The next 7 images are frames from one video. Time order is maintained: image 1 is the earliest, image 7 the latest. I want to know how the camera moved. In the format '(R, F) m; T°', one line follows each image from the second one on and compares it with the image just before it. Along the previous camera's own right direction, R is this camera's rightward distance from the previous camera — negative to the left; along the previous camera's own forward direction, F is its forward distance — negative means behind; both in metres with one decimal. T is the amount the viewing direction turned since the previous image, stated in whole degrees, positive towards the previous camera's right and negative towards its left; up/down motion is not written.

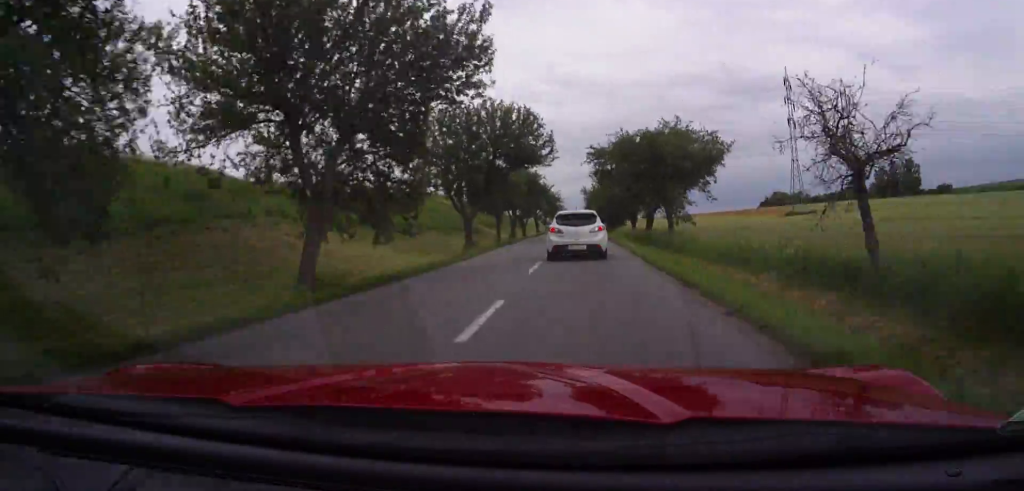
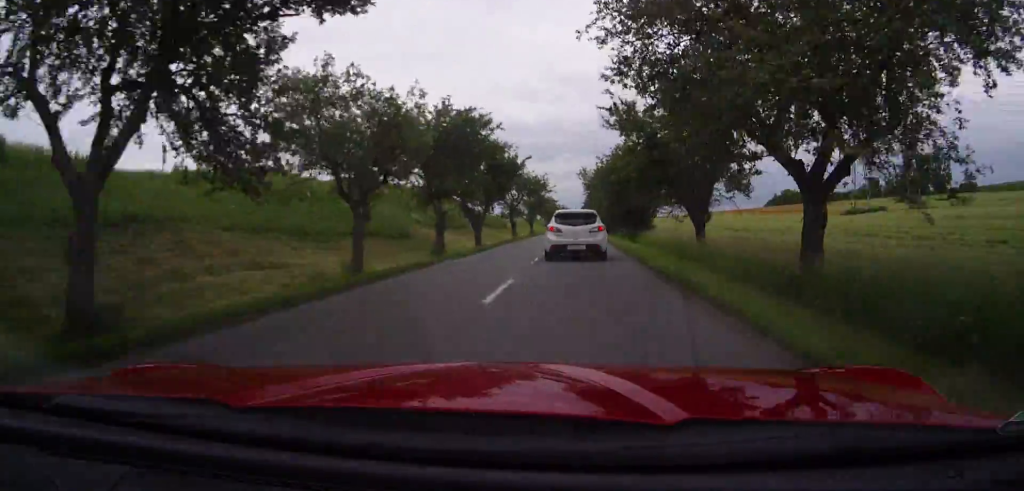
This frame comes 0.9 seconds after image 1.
(0.0, +26.9) m; 0°
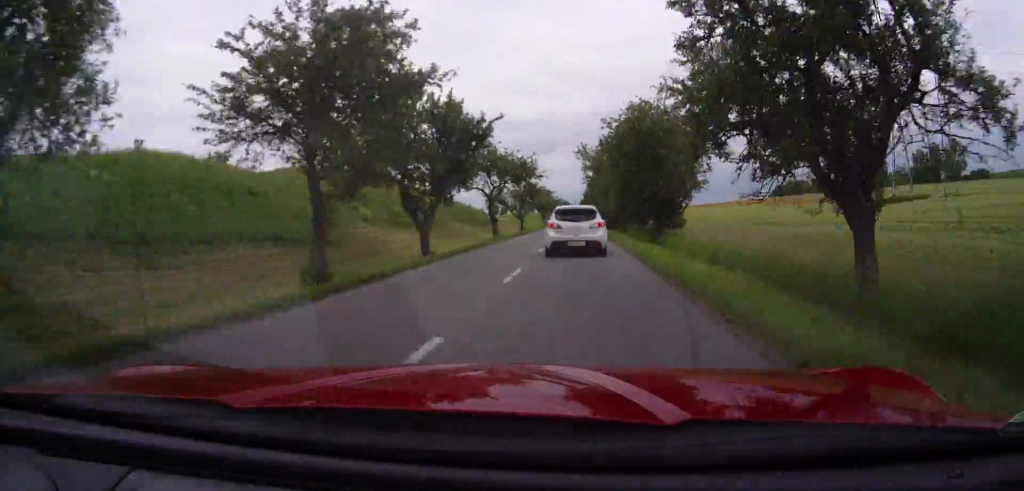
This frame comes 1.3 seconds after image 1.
(0.0, +13.0) m; 0°
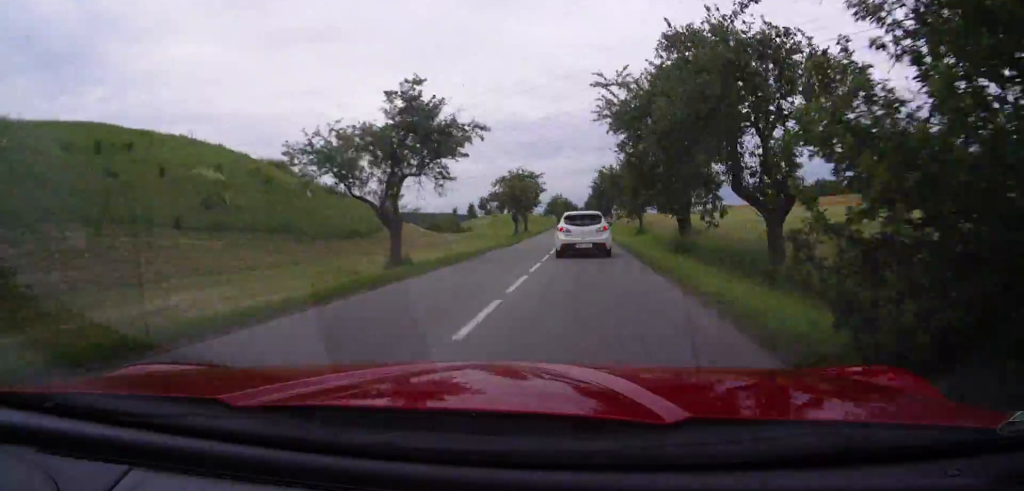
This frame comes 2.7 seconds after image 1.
(-0.1, +48.7) m; 0°
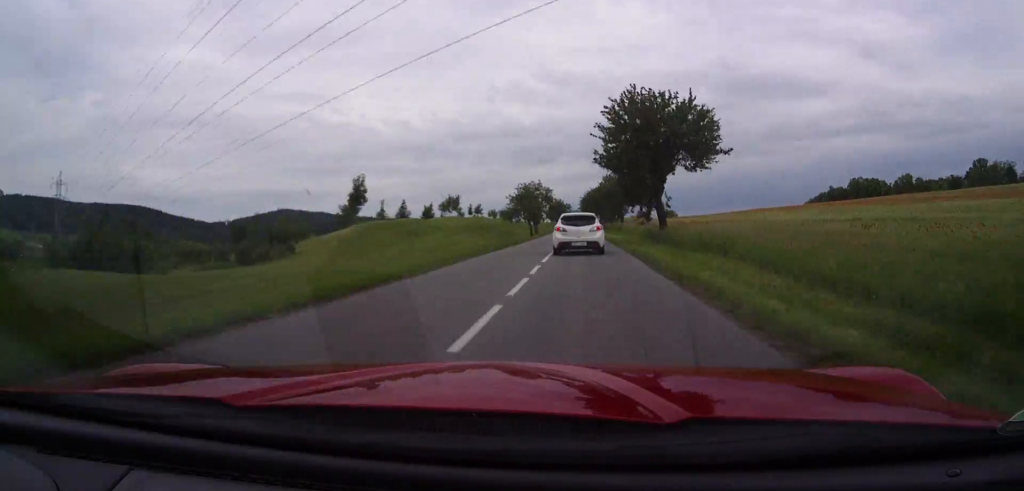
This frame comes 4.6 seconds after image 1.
(+0.3, +65.4) m; 0°
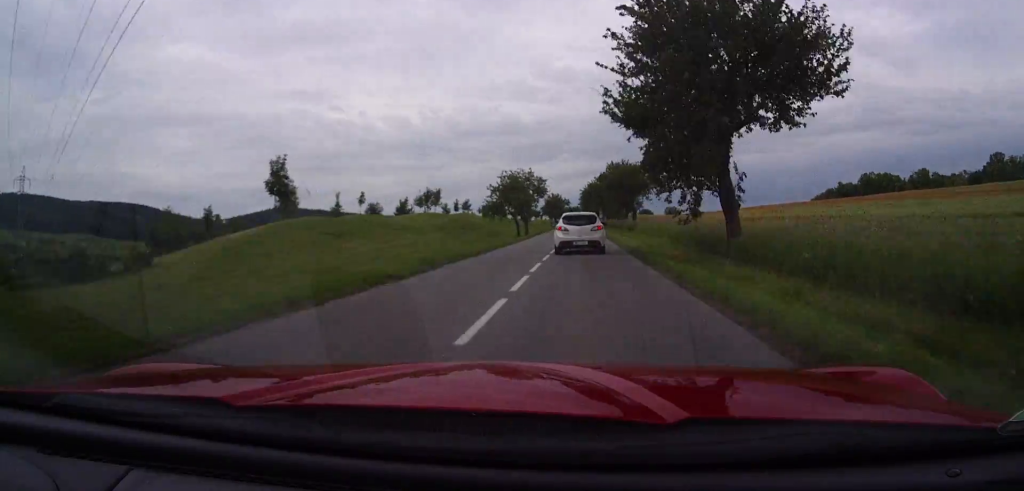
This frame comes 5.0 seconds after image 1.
(-0.1, +15.9) m; 0°
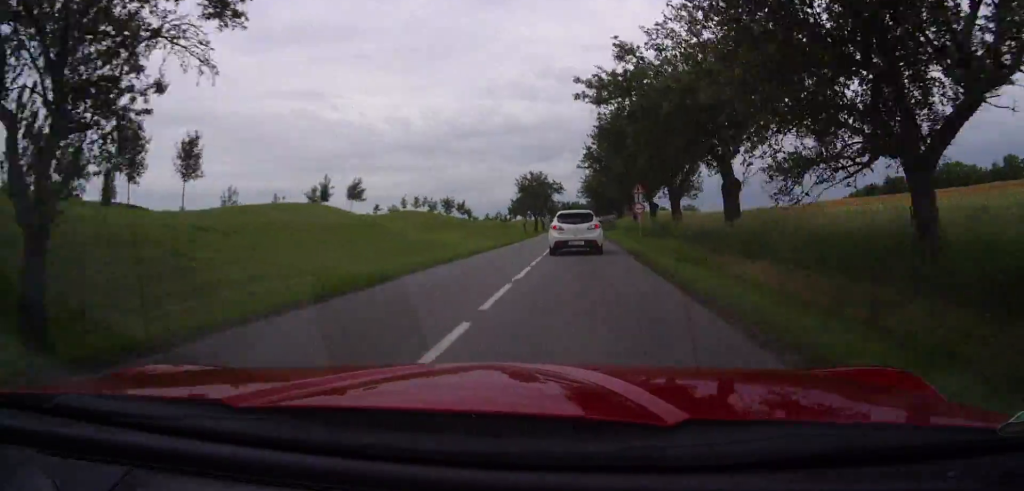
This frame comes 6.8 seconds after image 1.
(+0.2, +68.1) m; 0°
